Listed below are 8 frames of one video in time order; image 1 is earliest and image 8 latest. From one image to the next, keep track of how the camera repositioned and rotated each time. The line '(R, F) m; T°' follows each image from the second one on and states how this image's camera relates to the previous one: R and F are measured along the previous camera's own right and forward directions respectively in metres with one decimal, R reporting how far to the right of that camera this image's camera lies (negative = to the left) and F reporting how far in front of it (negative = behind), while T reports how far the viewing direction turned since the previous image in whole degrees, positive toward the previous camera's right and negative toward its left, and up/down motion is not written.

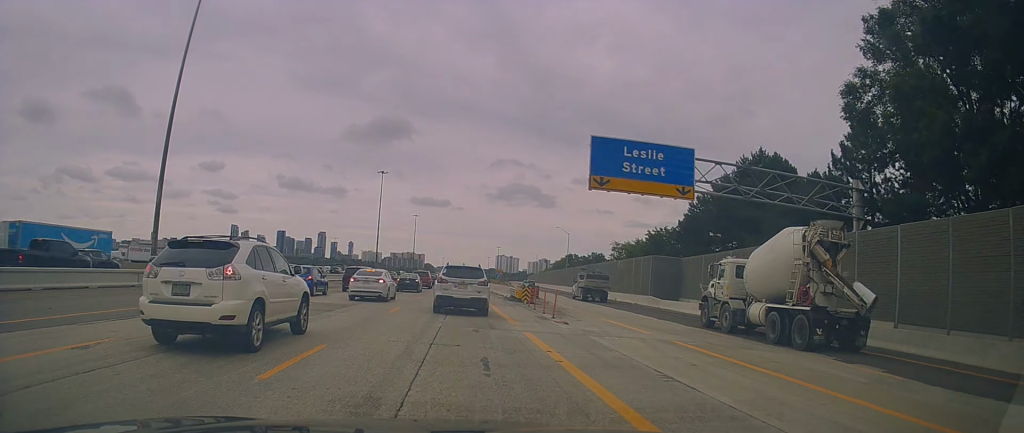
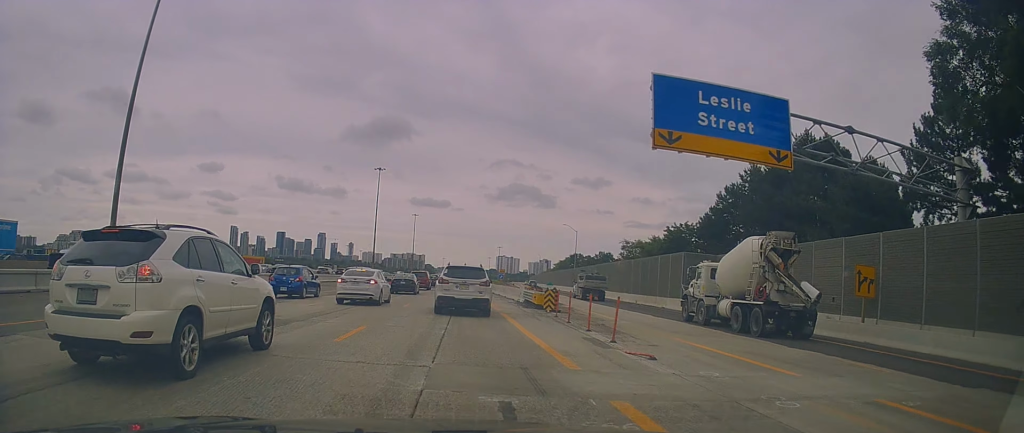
(0.0, +8.7) m; +1°
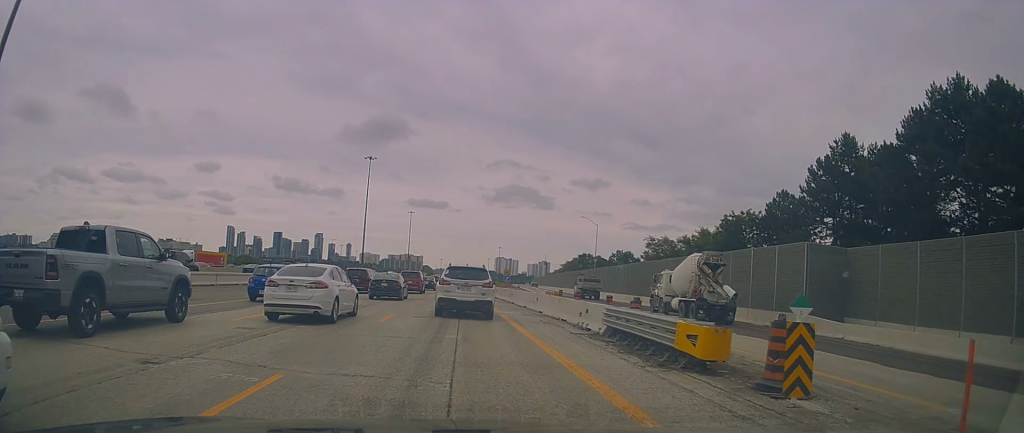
(+0.6, +19.5) m; +1°
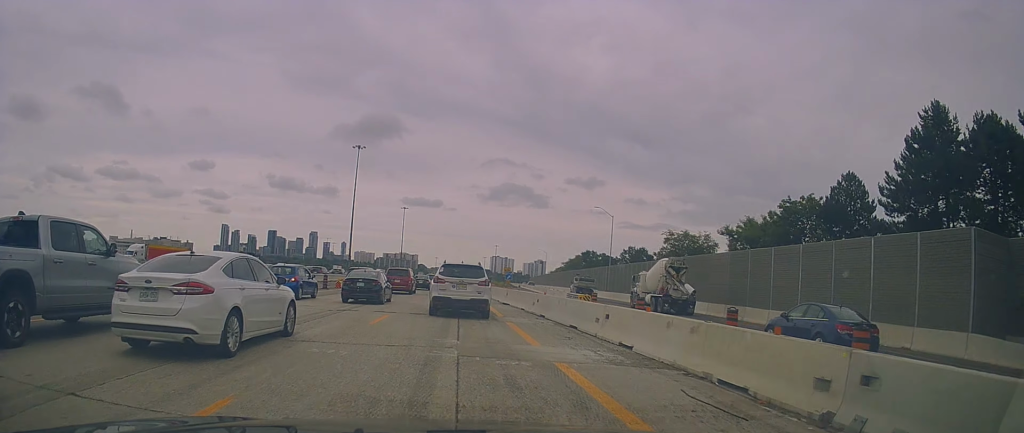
(-0.5, +13.6) m; -2°
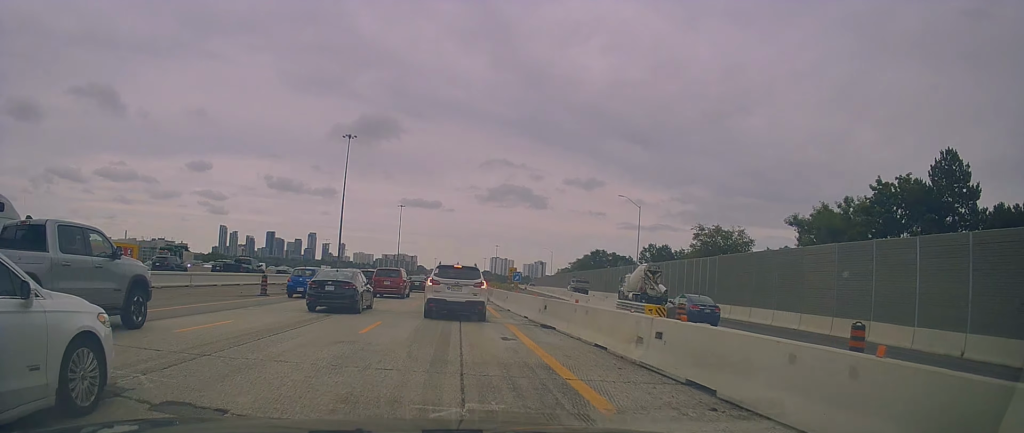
(+0.3, +14.4) m; +2°
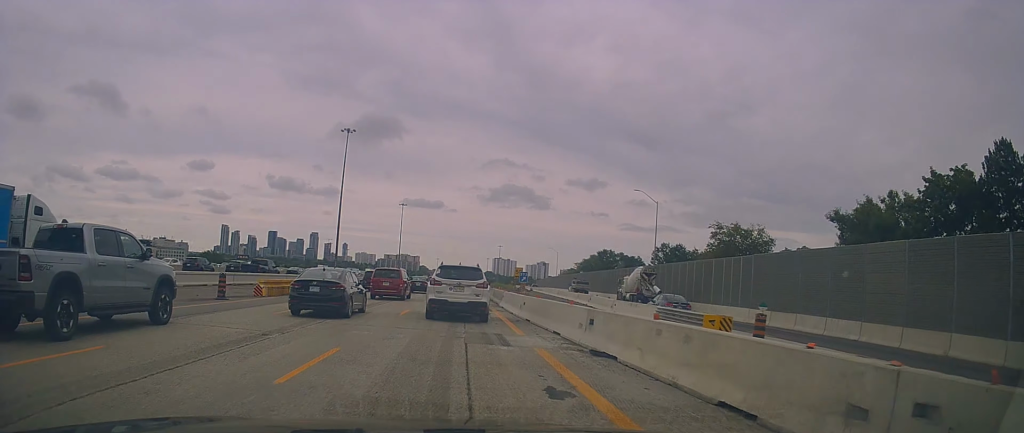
(+0.3, +6.0) m; 0°
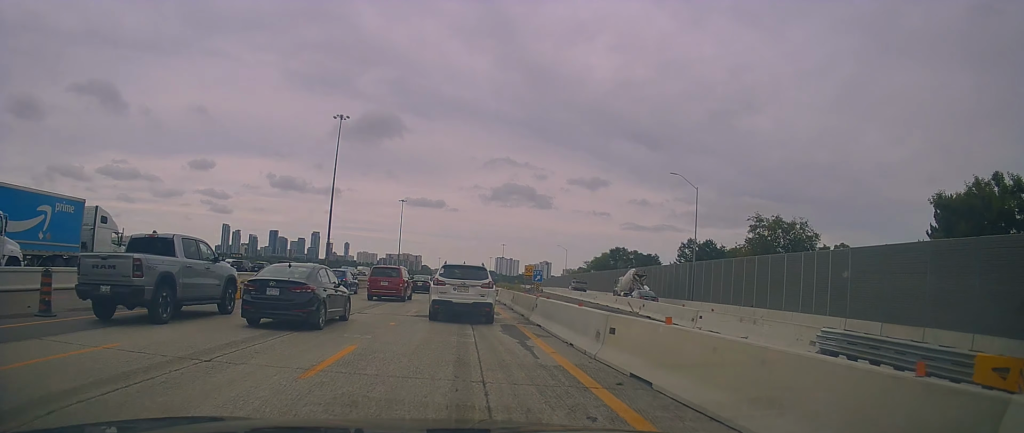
(-0.4, +11.9) m; 0°
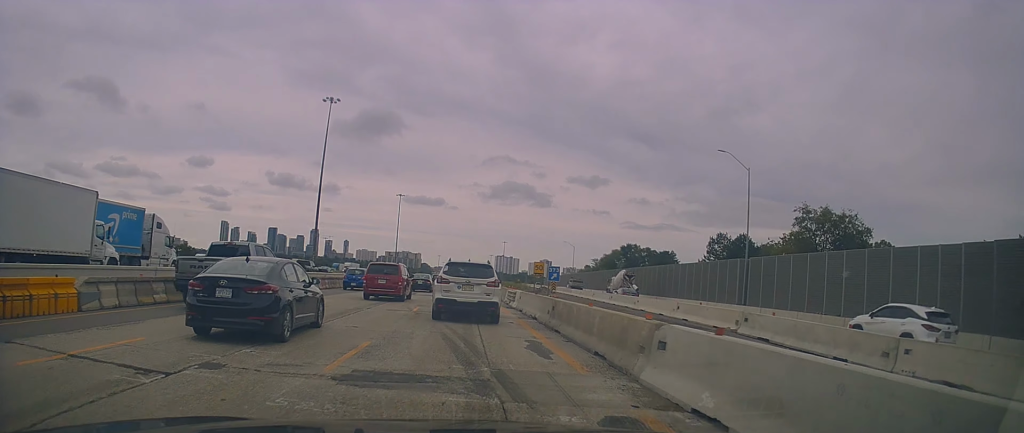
(+0.5, +11.7) m; 0°
